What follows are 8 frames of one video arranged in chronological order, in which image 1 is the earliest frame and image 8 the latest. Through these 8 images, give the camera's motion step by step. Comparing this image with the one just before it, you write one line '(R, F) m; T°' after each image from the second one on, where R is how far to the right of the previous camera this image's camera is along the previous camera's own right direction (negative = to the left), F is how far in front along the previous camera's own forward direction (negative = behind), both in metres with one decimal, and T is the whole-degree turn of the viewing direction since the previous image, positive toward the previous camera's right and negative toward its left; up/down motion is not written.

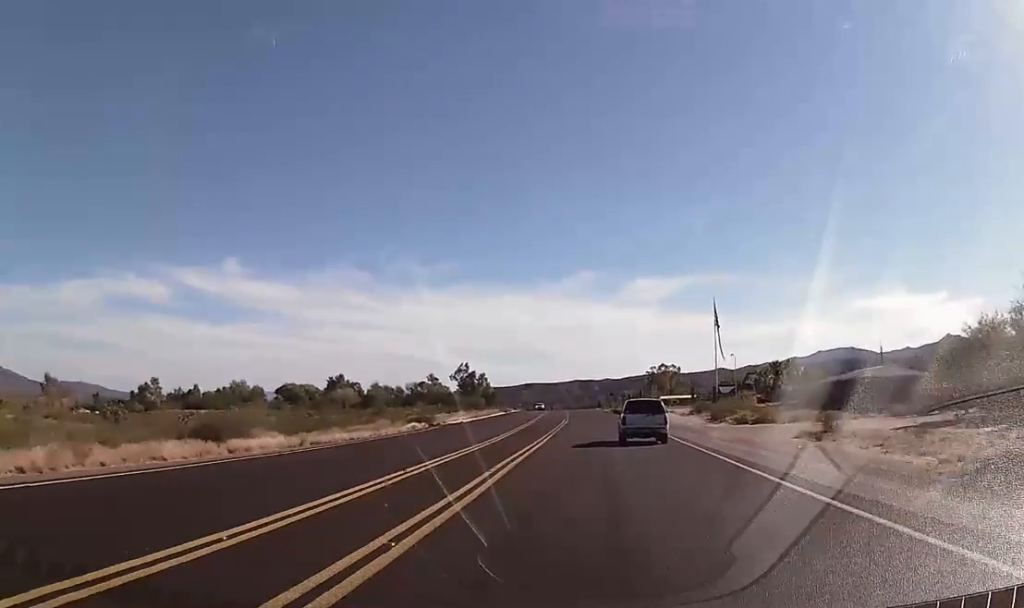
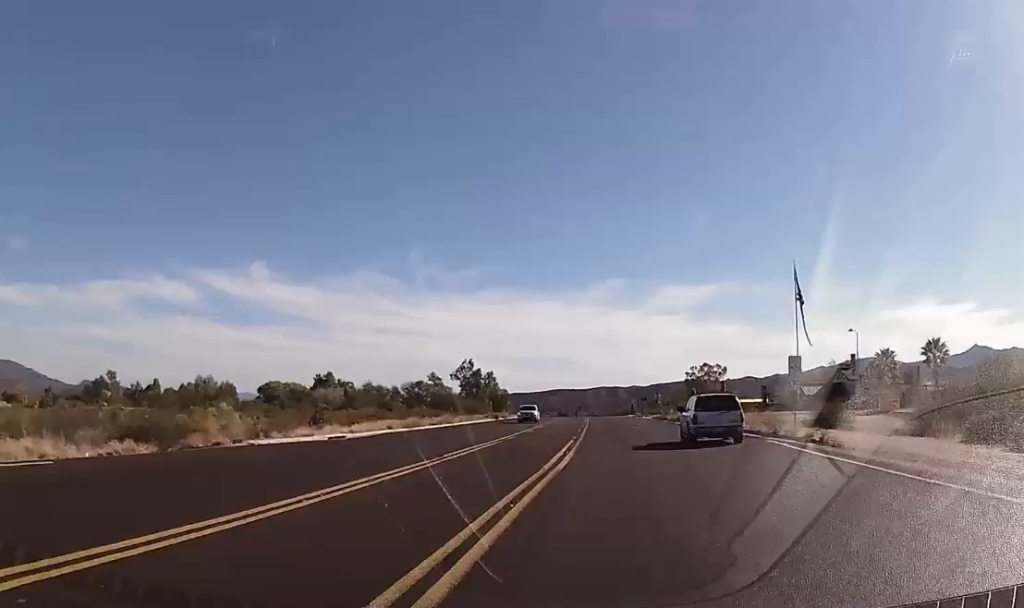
(+0.8, +50.8) m; 0°
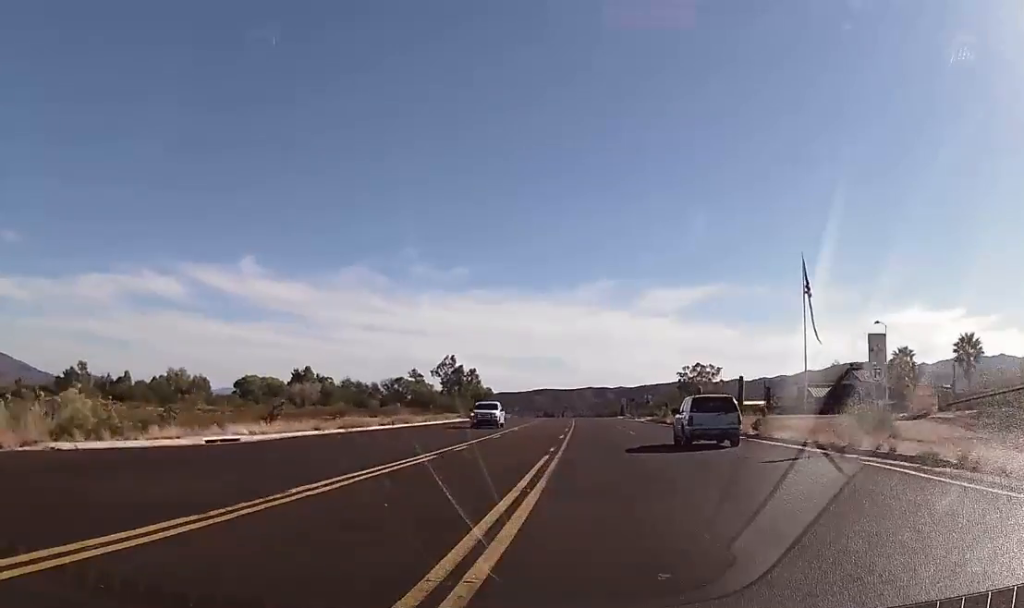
(-0.1, +11.6) m; -1°
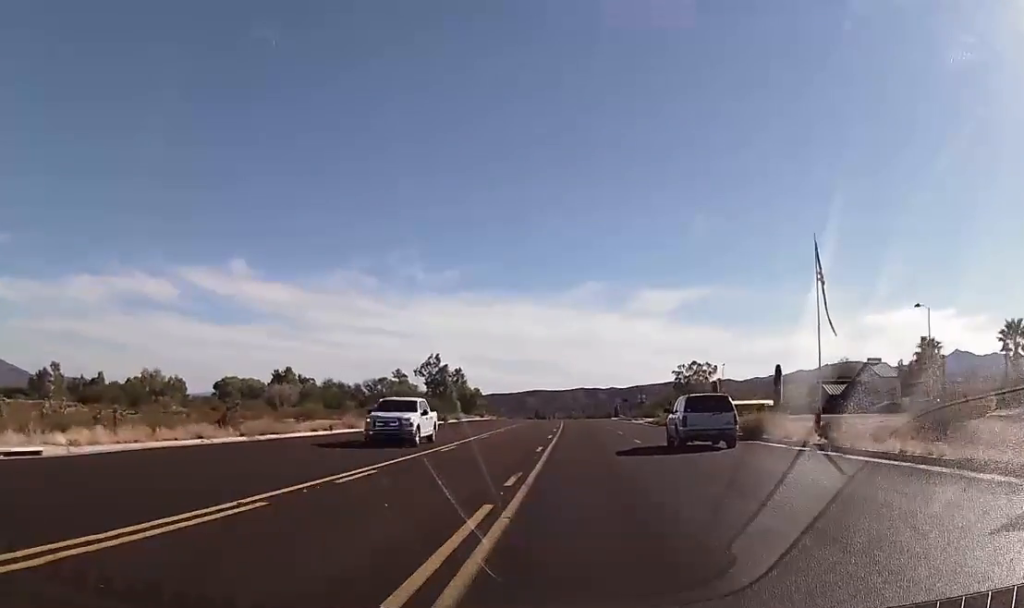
(0.0, +11.9) m; 0°
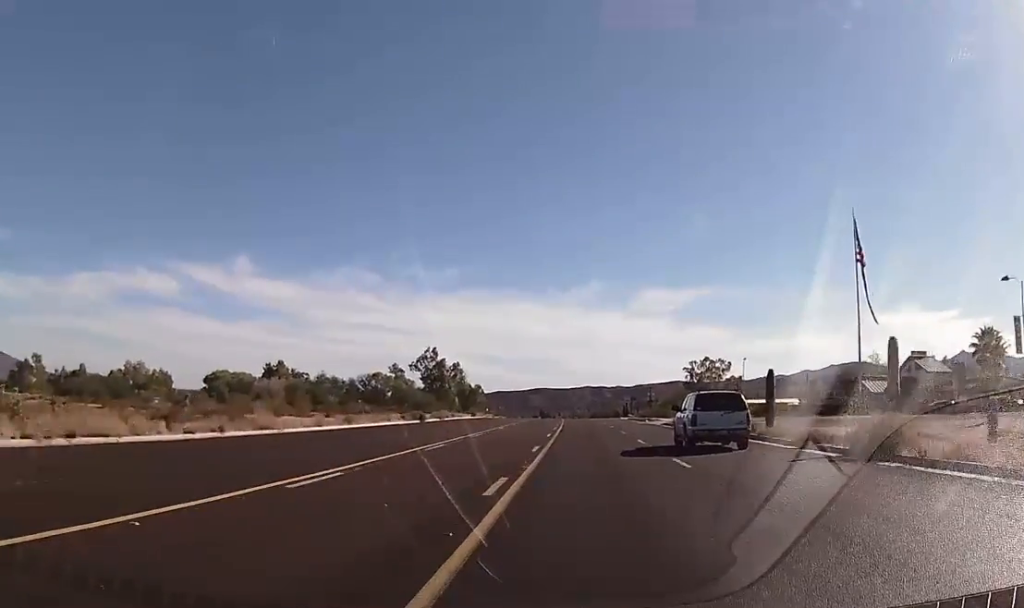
(0.0, +14.1) m; 0°
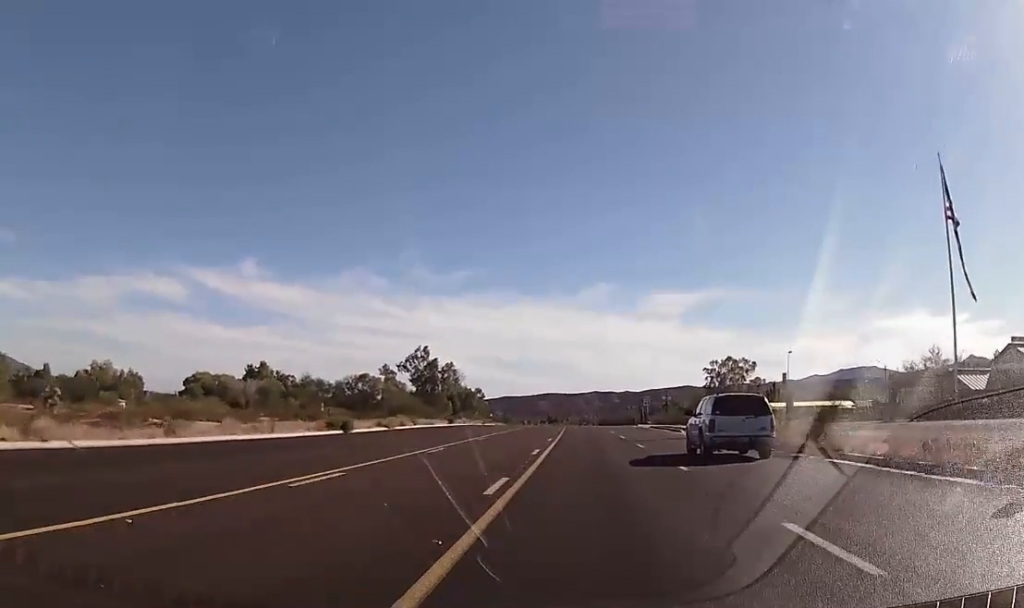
(0.0, +24.7) m; 0°
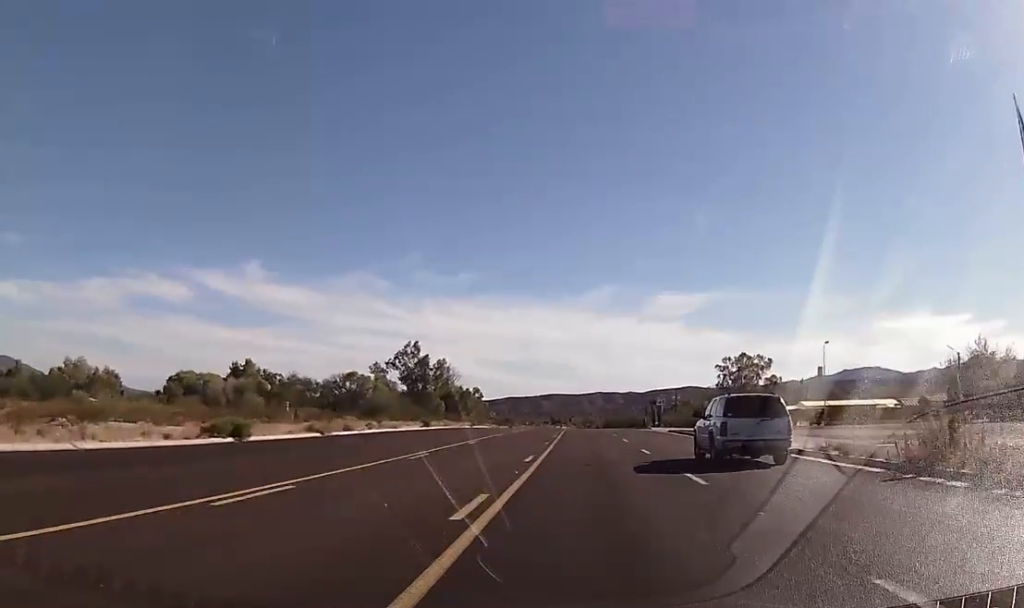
(+0.1, +15.0) m; -1°
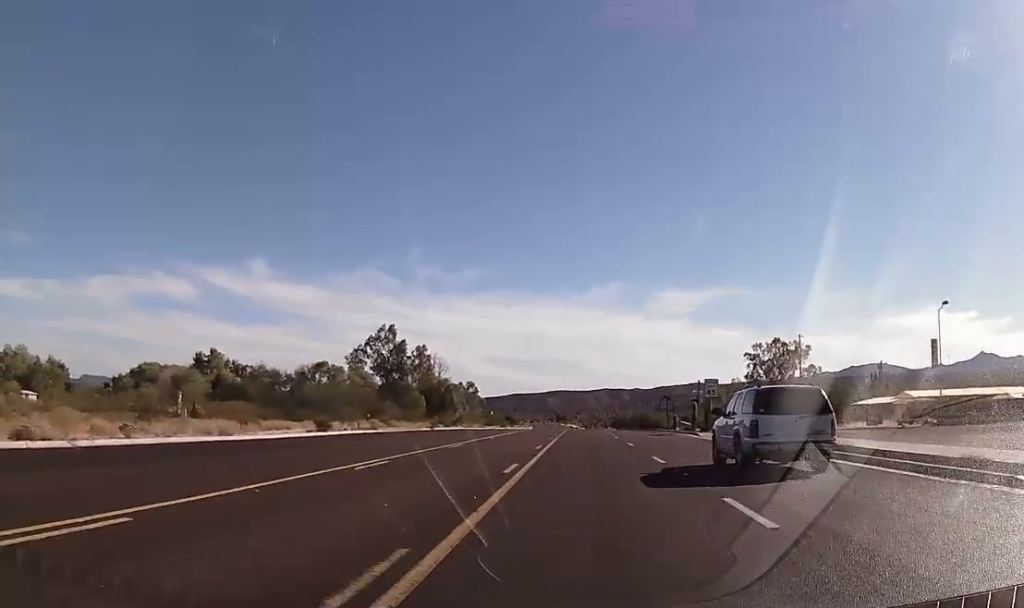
(-0.4, +29.3) m; 0°
